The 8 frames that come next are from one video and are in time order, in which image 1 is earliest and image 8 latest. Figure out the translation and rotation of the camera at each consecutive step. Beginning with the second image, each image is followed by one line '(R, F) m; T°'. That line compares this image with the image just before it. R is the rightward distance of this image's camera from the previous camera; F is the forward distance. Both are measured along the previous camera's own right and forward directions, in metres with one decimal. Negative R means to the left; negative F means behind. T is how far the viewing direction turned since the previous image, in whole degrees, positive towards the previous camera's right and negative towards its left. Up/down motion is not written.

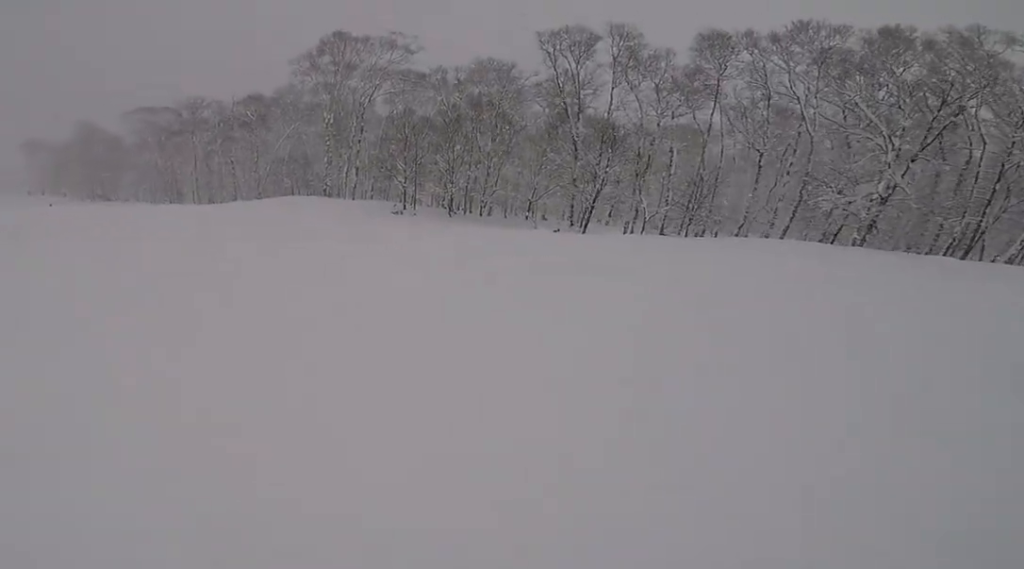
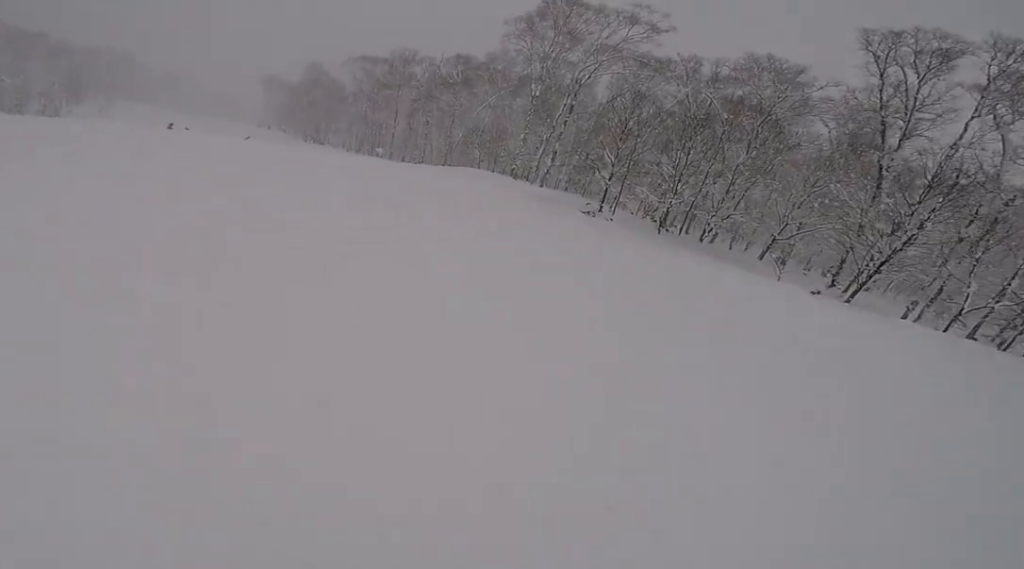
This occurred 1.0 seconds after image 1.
(-0.2, +5.9) m; 0°
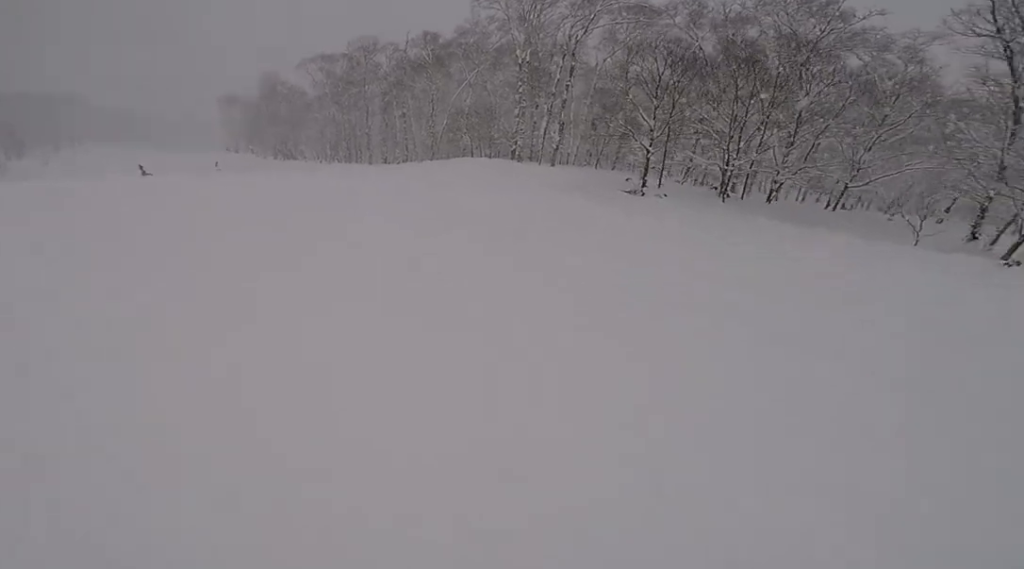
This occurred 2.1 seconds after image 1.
(+0.1, +7.4) m; -3°
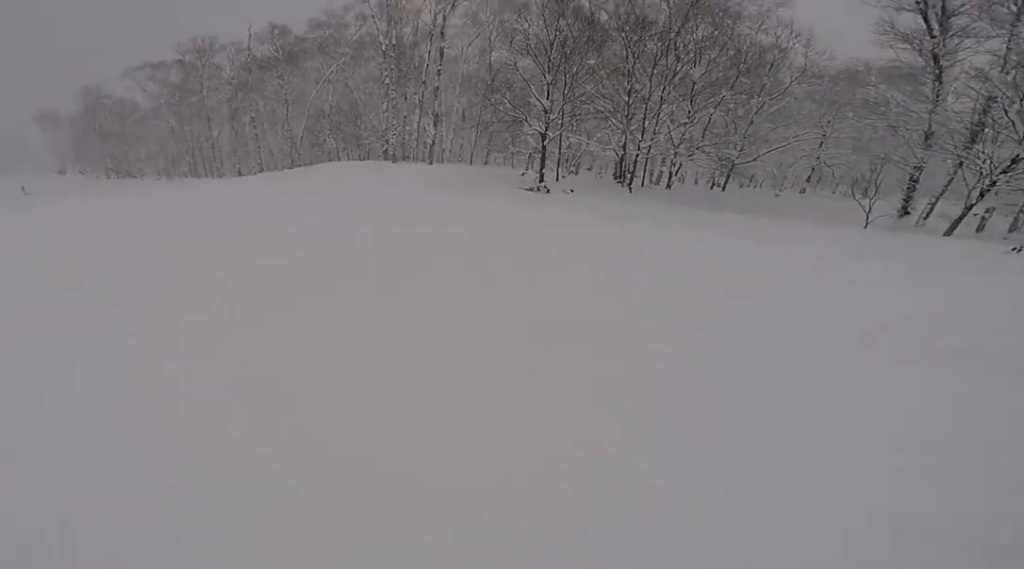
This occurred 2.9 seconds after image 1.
(-0.3, +5.9) m; -3°
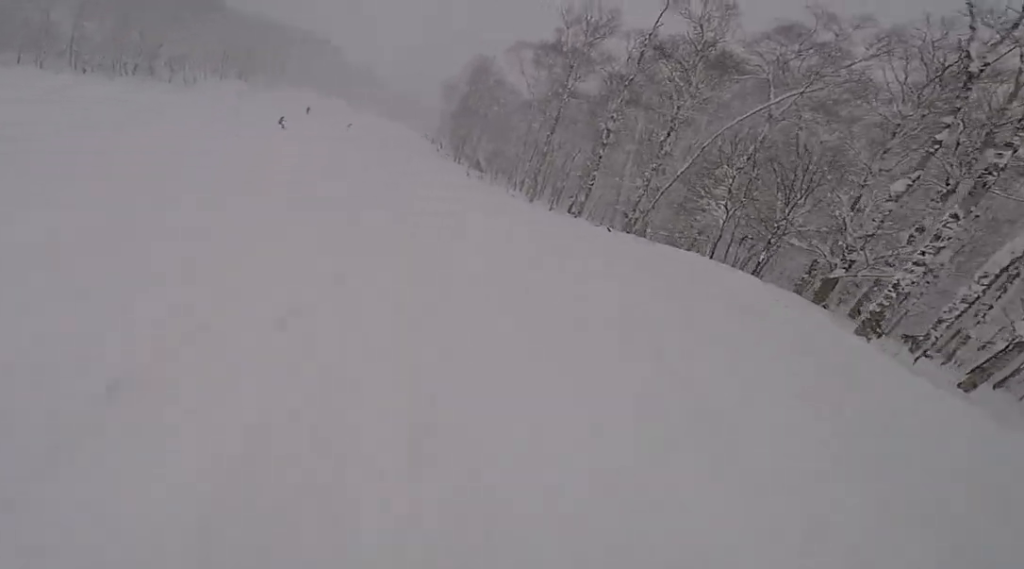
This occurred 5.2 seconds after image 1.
(-3.3, +15.8) m; -38°
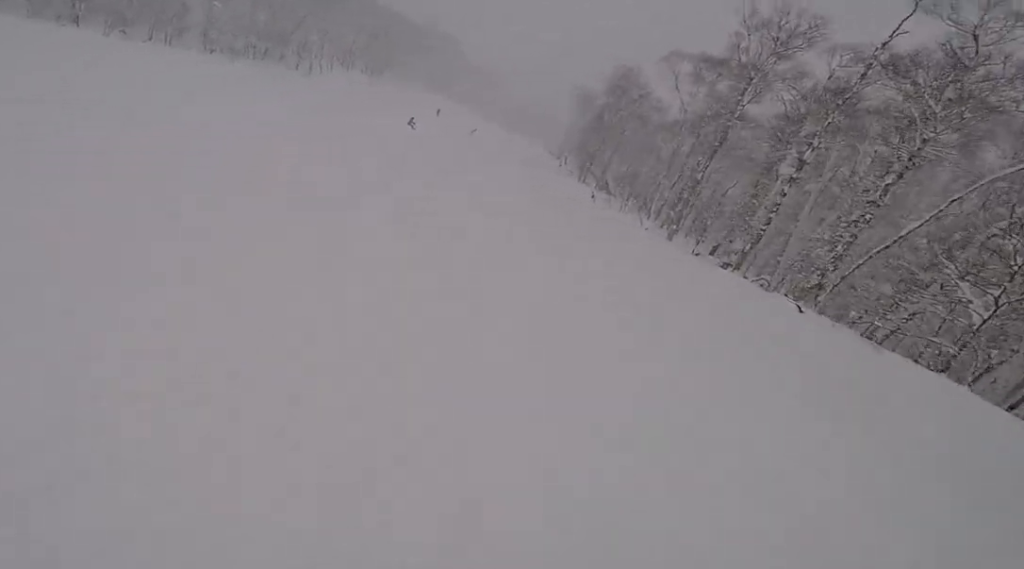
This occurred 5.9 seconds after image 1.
(-0.6, +4.6) m; -8°
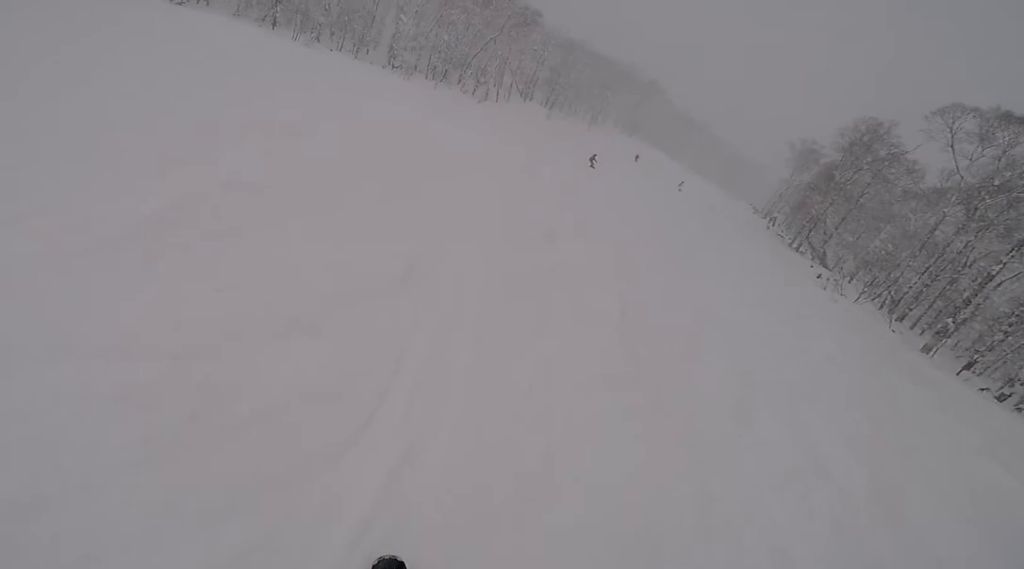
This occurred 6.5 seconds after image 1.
(-0.2, +4.7) m; -1°
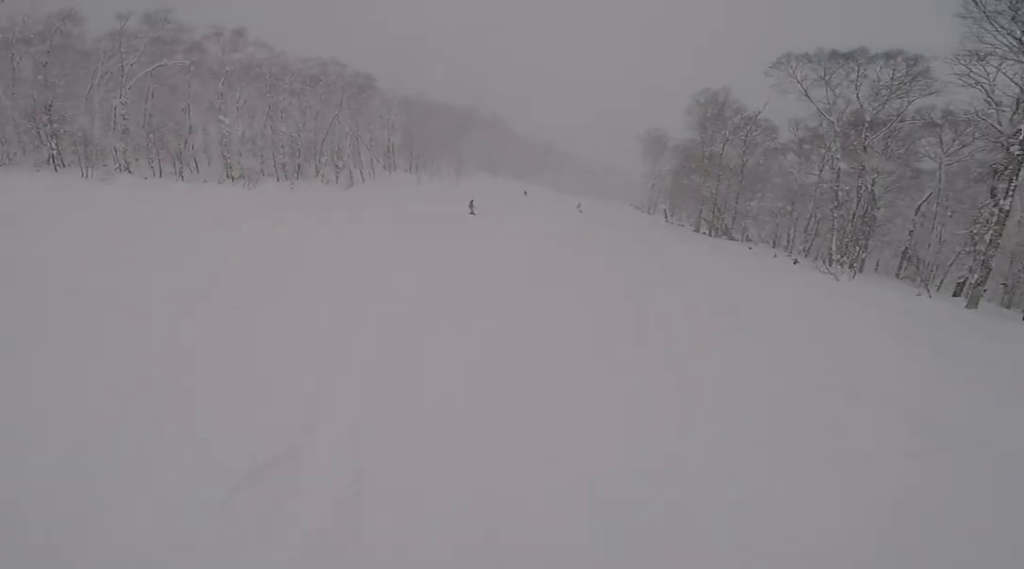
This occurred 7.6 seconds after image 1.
(+0.4, +7.8) m; +15°
